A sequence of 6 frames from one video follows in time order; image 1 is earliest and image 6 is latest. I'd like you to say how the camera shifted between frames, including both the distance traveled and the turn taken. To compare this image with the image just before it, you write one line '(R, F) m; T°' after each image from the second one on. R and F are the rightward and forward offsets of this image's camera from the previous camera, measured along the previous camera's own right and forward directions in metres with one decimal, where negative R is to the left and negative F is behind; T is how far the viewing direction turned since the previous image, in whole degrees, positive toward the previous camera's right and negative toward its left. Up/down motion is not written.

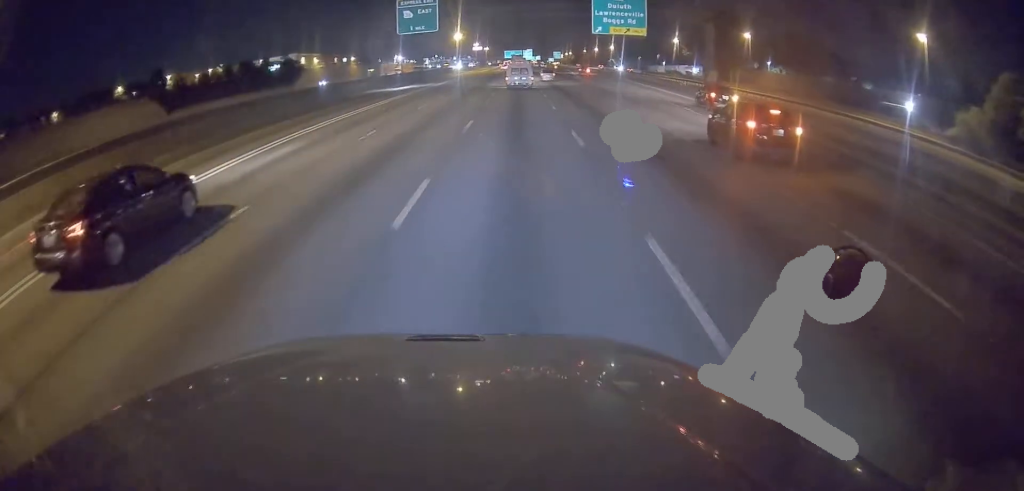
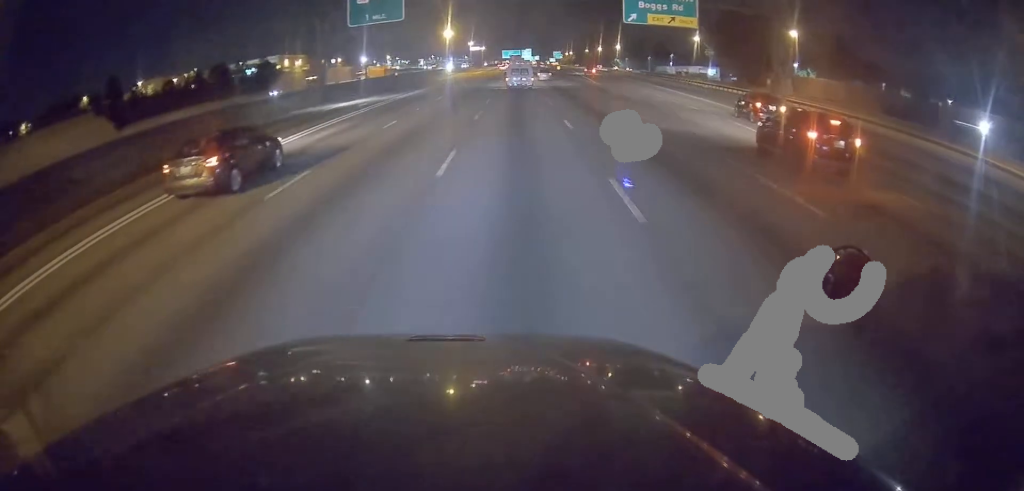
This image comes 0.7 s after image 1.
(0.0, +19.9) m; 0°
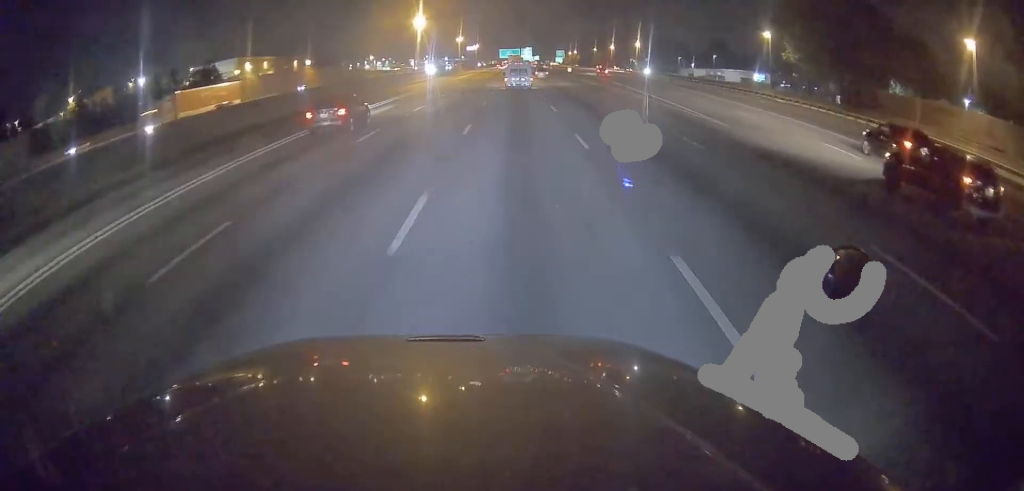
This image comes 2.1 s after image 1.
(+0.6, +41.5) m; 0°
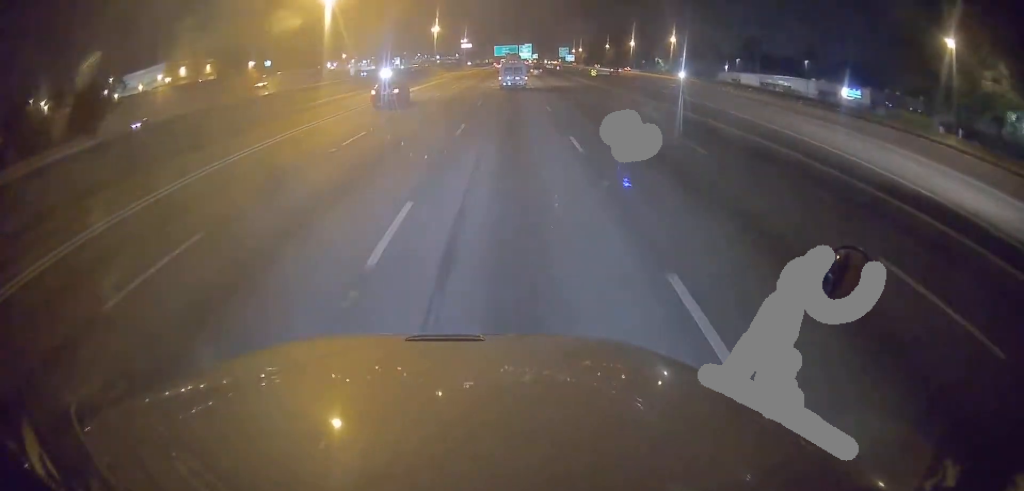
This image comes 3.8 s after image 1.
(-0.3, +48.6) m; 0°
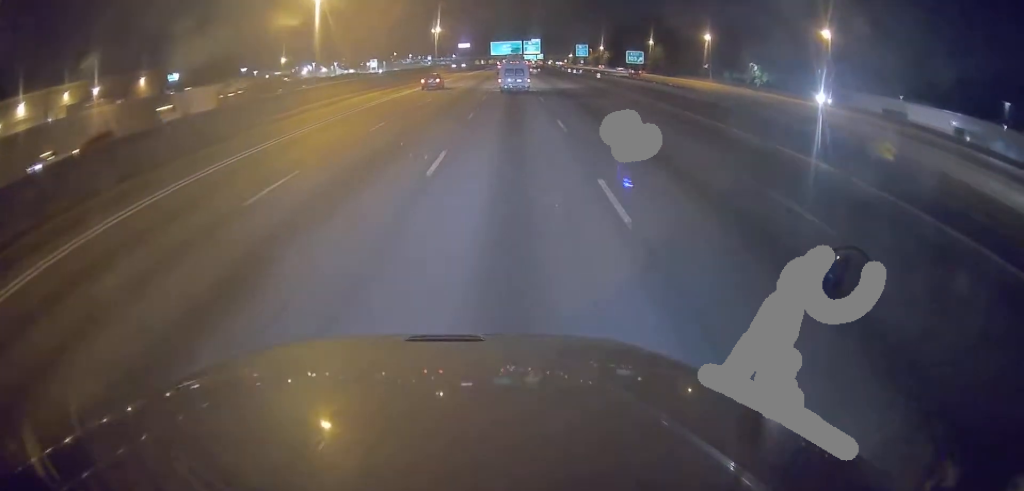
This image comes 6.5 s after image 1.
(+0.4, +79.9) m; 0°
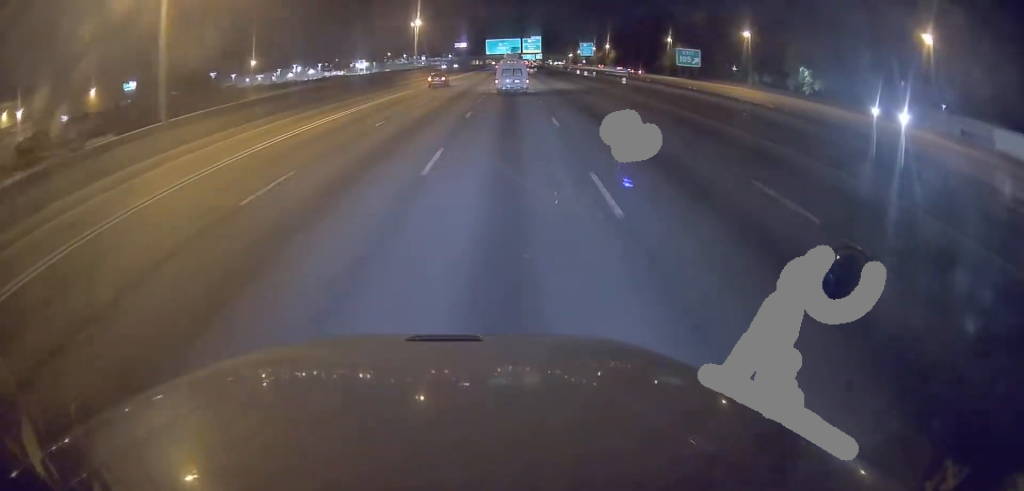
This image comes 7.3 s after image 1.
(0.0, +24.1) m; 0°
